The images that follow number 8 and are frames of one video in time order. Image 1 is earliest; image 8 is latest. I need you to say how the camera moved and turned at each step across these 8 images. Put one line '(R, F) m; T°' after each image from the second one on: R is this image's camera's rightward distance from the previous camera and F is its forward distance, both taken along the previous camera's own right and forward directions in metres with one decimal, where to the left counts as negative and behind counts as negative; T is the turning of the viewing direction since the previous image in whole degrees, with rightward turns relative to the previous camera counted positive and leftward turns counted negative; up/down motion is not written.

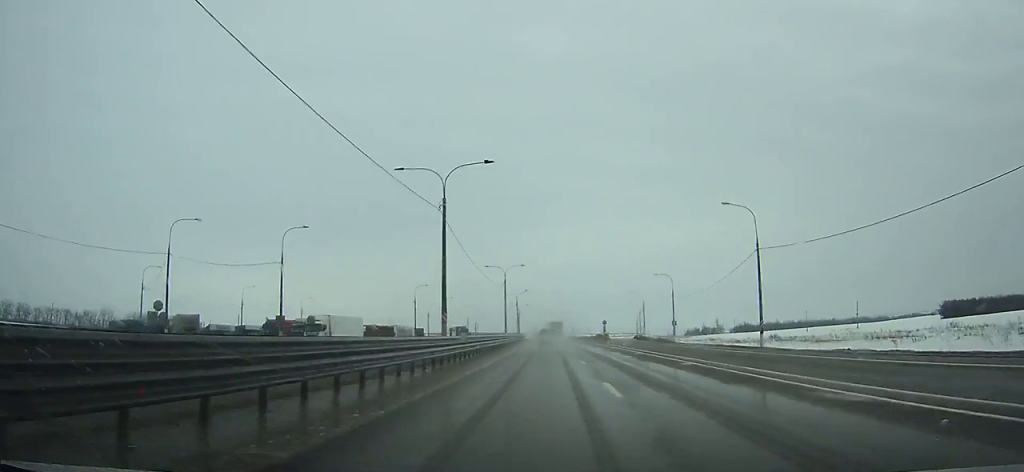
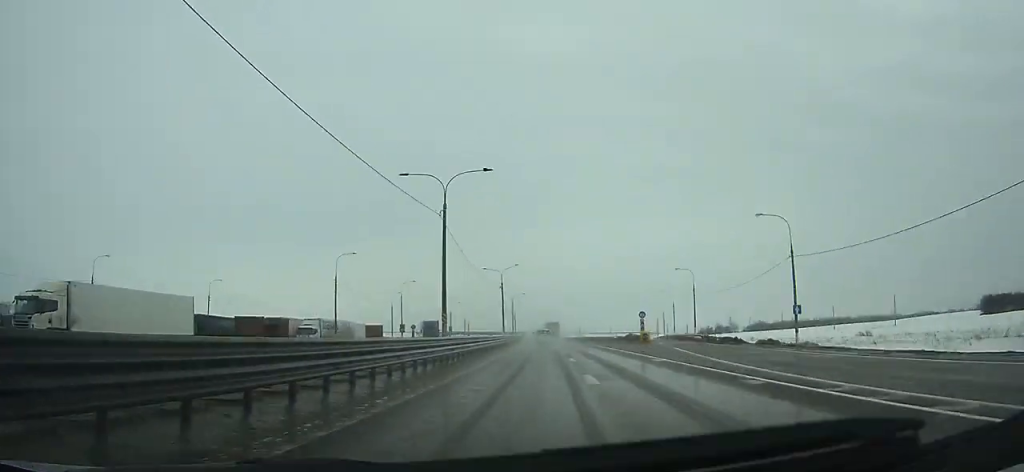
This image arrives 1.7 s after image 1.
(-0.1, +42.8) m; -1°
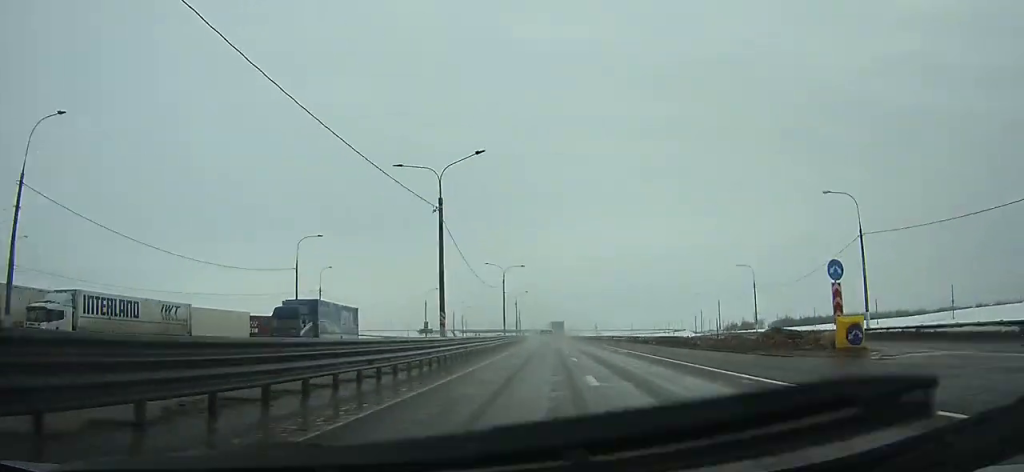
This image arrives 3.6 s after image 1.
(-0.5, +48.1) m; -1°
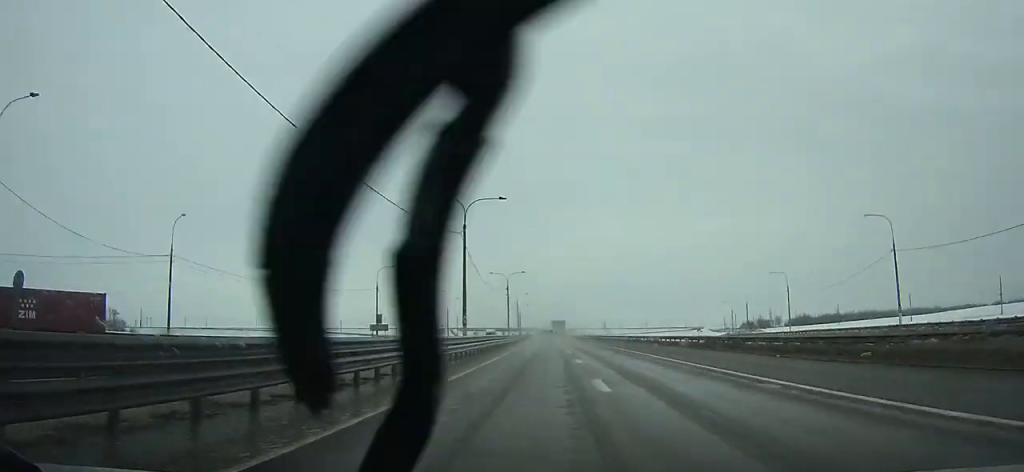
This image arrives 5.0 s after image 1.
(-0.1, +35.6) m; -1°
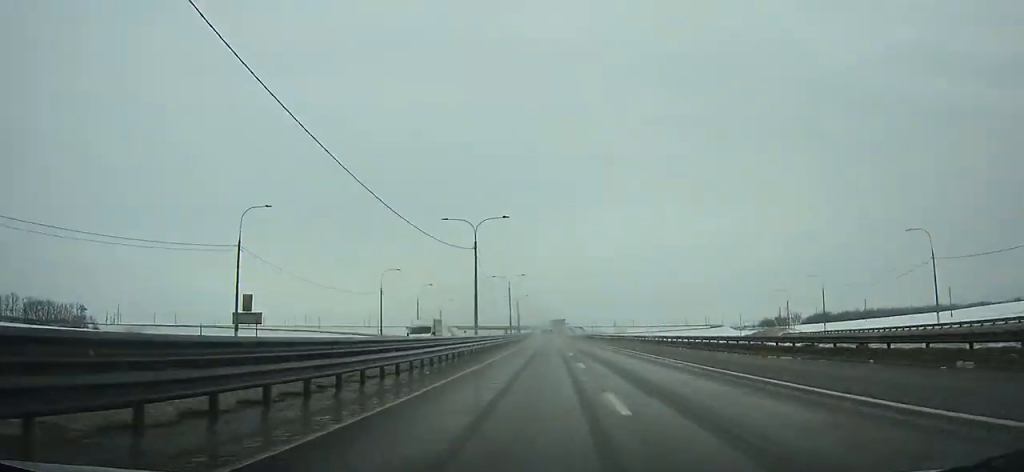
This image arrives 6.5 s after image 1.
(-0.5, +38.5) m; -1°
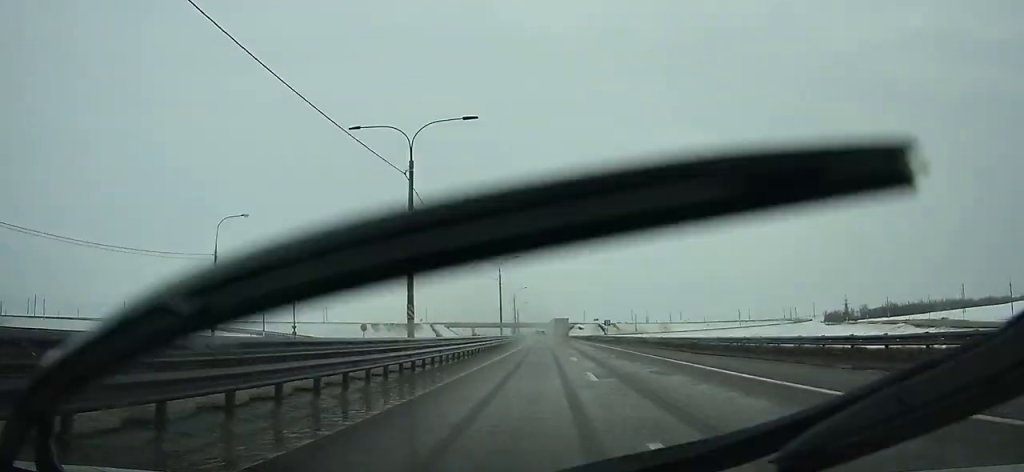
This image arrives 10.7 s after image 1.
(-1.8, +109.6) m; -2°
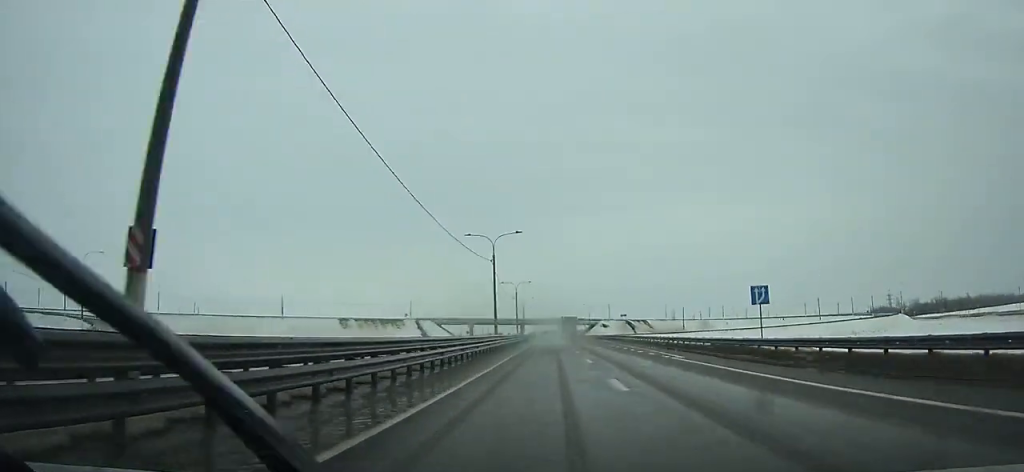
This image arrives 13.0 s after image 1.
(-0.6, +61.1) m; -1°
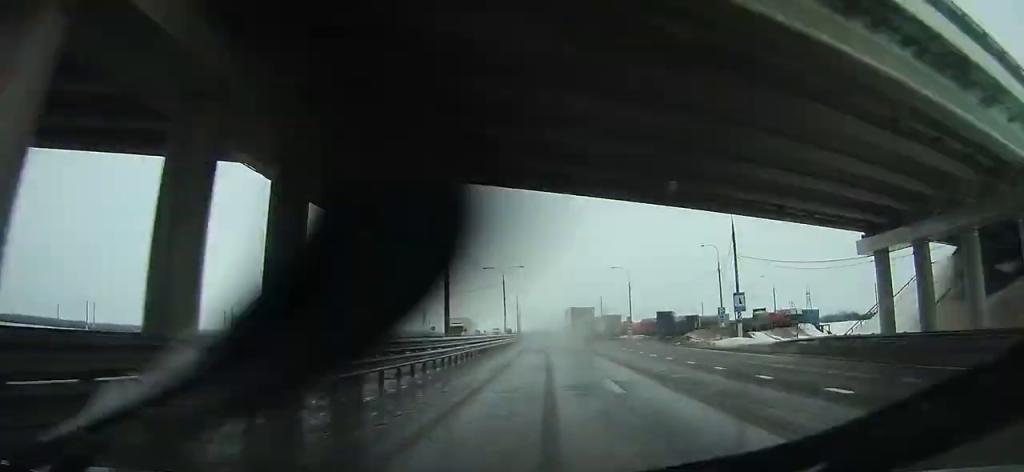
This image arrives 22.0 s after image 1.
(-10.6, +242.9) m; -5°
